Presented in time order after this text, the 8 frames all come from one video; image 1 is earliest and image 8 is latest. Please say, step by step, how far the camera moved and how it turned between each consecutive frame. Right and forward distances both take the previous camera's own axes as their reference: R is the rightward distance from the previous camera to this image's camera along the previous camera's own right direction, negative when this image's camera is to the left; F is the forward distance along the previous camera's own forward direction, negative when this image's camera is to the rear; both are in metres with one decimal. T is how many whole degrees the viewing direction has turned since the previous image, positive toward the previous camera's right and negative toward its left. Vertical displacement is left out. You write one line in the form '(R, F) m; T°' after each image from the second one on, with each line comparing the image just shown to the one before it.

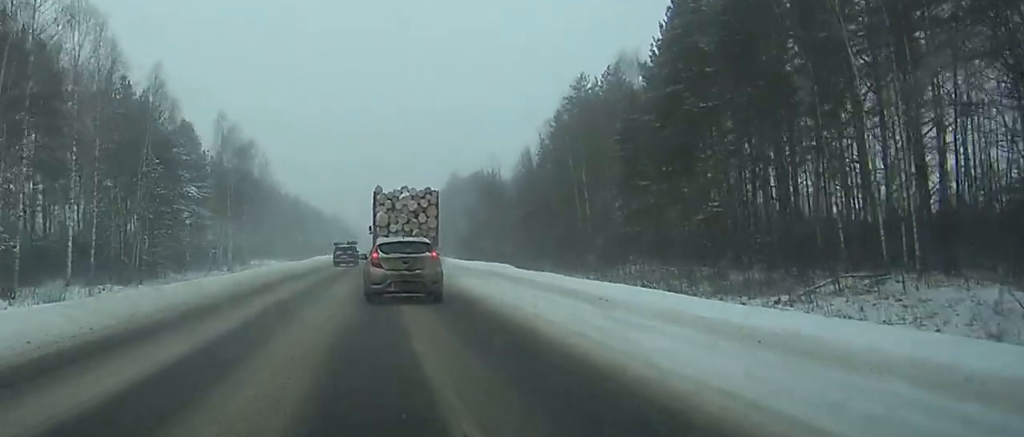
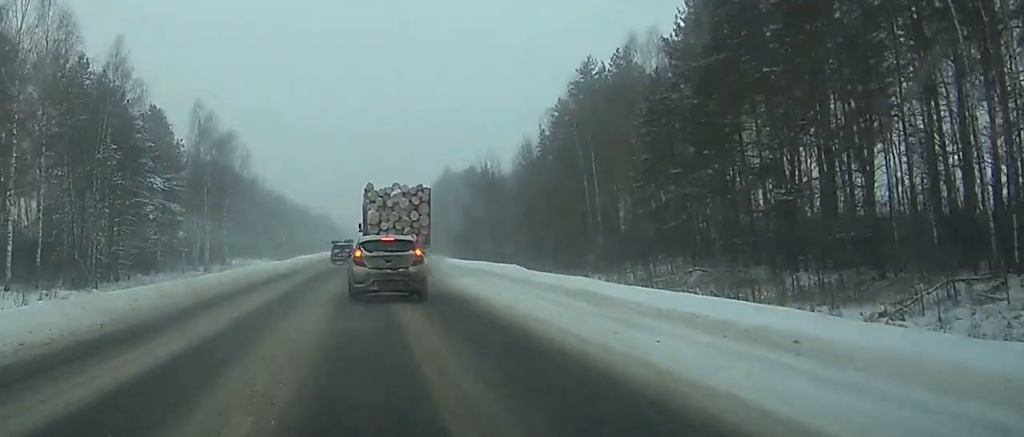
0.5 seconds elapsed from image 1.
(0.0, +9.0) m; 0°
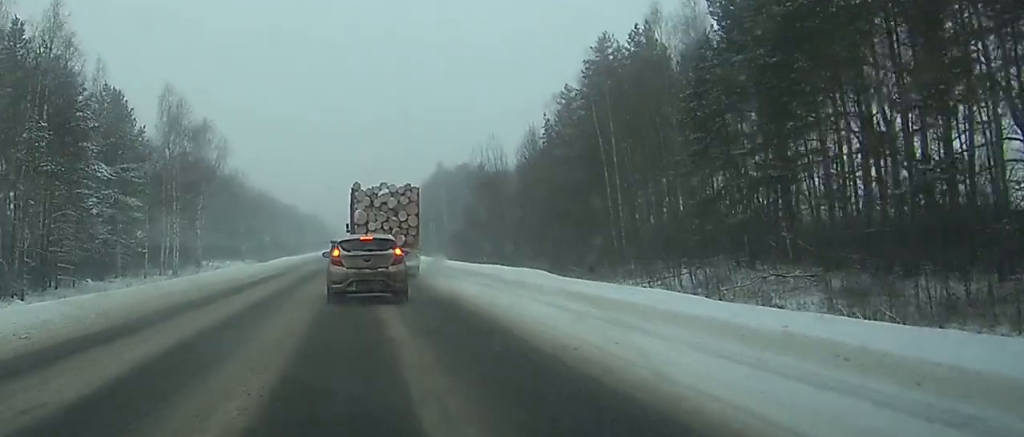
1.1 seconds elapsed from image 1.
(0.0, +11.5) m; 0°
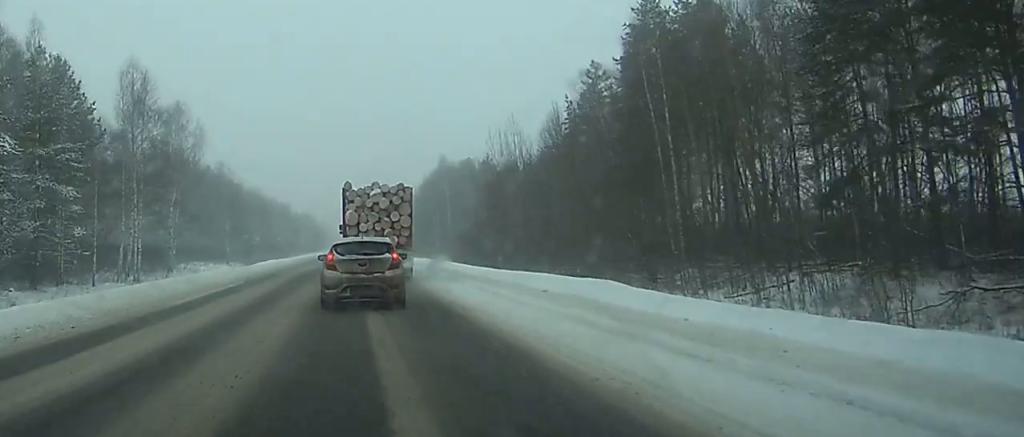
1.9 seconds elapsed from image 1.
(0.0, +15.3) m; +1°
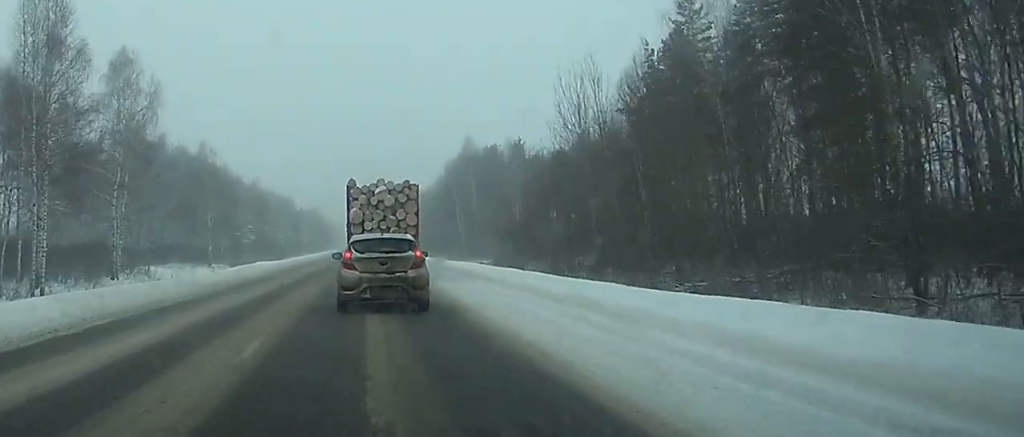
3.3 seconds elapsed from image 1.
(+0.2, +27.6) m; 0°
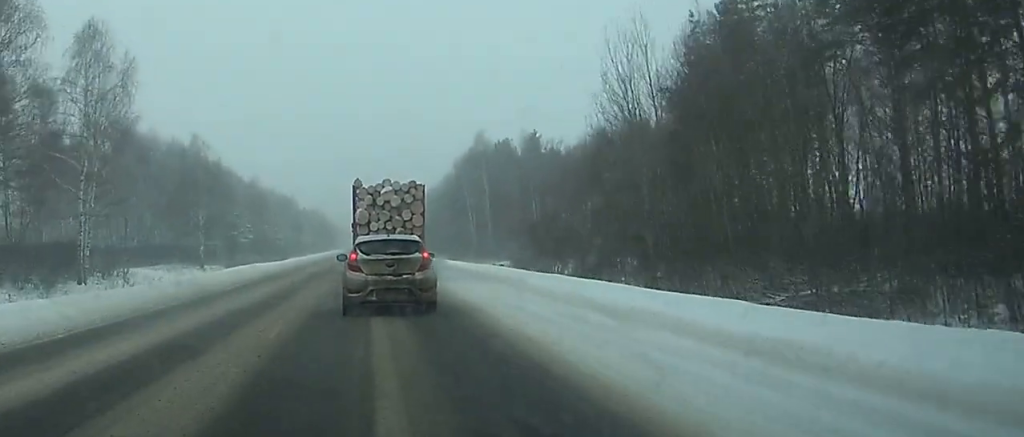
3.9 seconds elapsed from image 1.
(0.0, +10.5) m; 0°
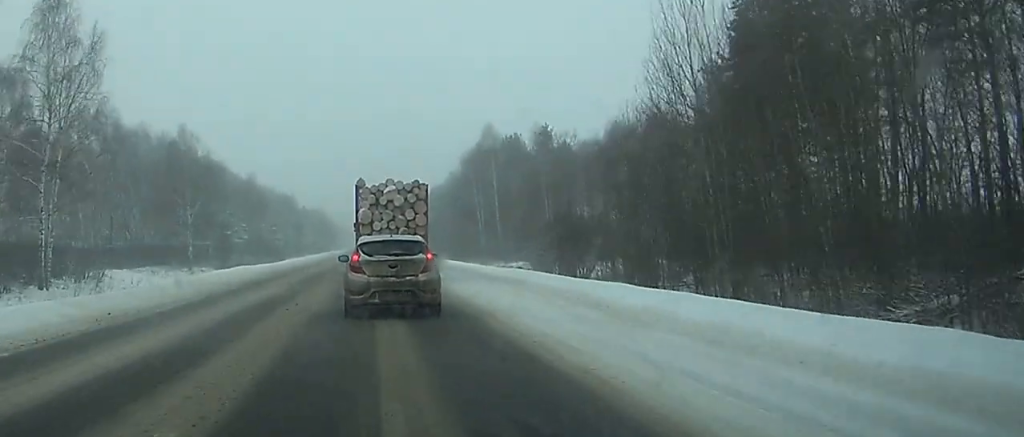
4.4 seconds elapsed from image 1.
(0.0, +8.6) m; 0°
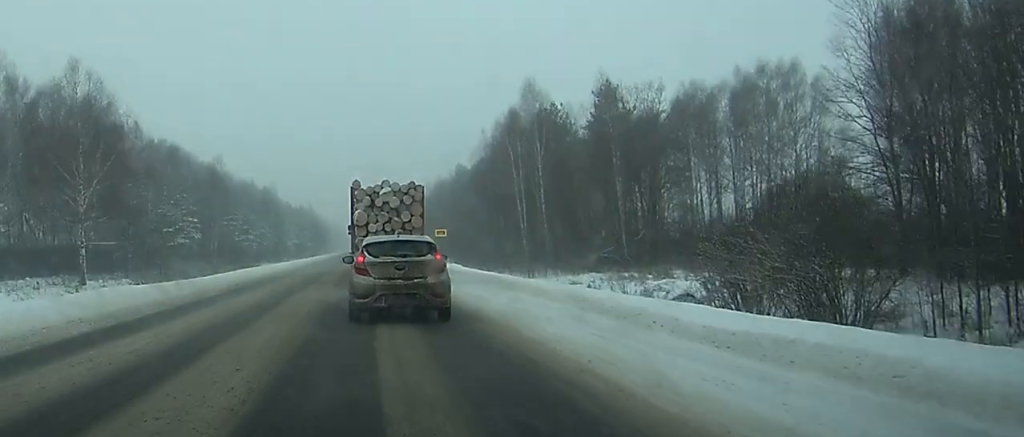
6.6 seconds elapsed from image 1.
(-0.2, +40.0) m; -1°
